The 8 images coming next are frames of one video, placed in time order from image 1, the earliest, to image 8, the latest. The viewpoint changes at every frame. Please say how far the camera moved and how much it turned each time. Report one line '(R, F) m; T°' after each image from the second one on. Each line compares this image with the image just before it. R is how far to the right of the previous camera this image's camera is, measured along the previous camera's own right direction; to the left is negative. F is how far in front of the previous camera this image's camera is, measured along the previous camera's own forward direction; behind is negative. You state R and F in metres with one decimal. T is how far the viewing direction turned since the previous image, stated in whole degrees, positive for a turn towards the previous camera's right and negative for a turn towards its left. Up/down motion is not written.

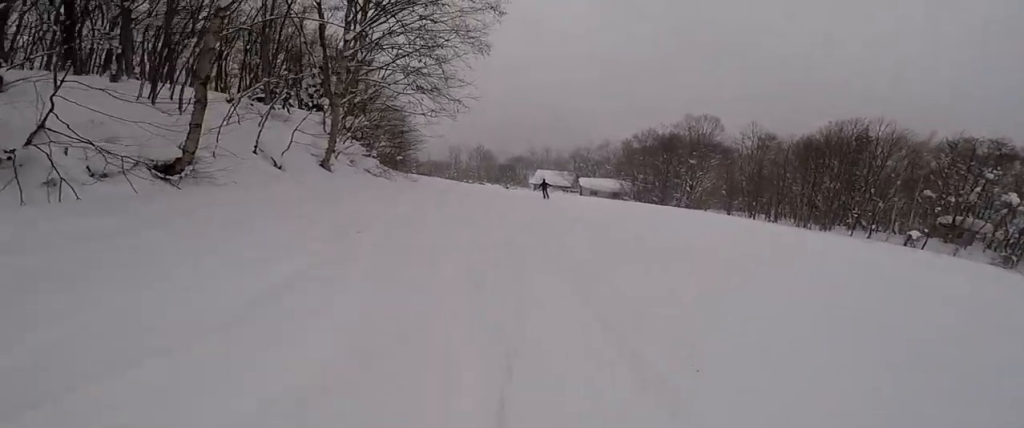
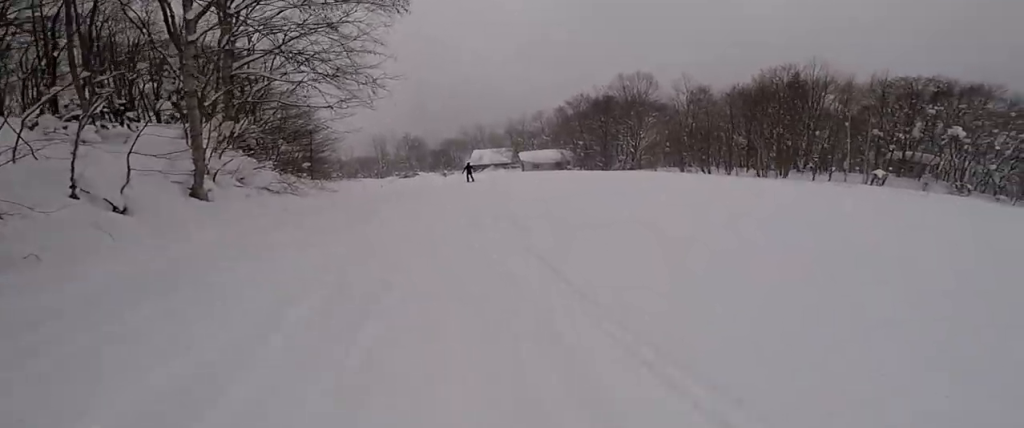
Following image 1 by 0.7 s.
(-0.4, +4.9) m; -2°
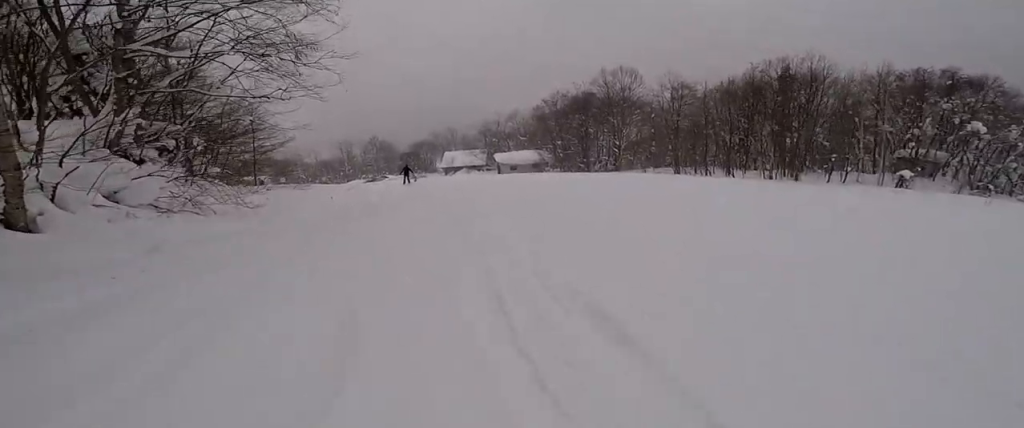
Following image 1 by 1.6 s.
(0.0, +5.9) m; 0°
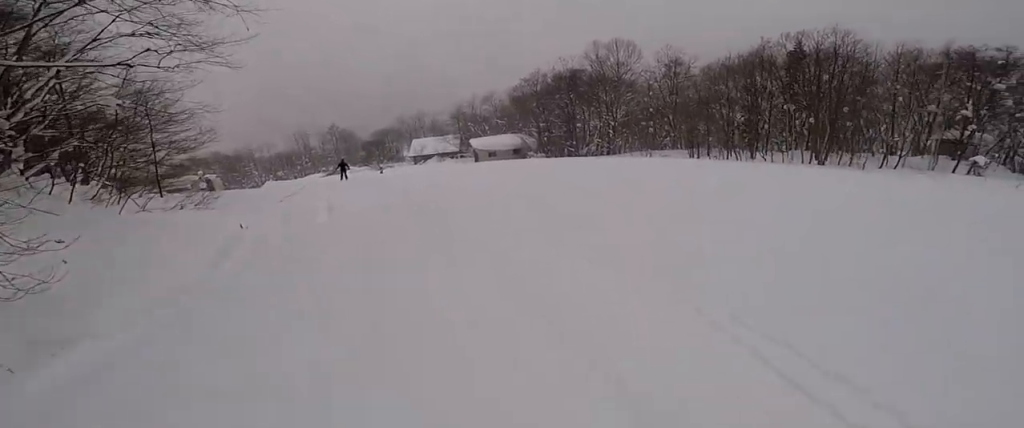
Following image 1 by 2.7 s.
(0.0, +8.1) m; +8°
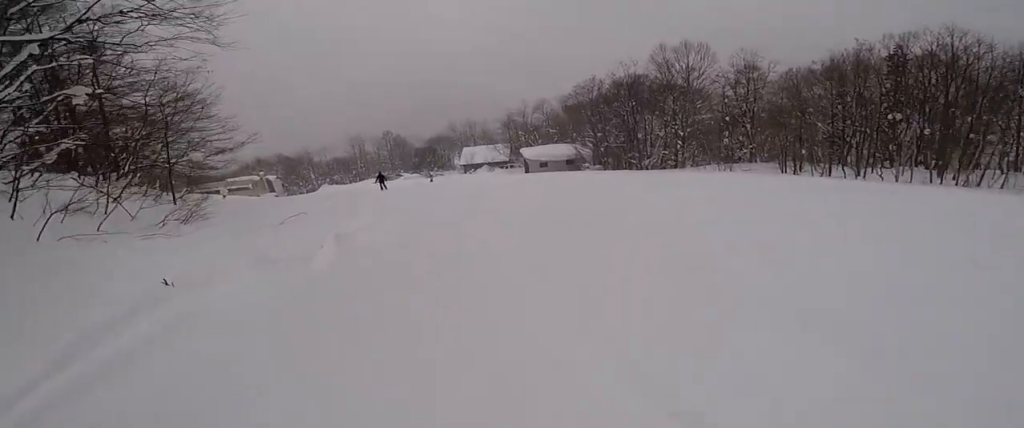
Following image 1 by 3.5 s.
(+0.3, +4.8) m; +5°
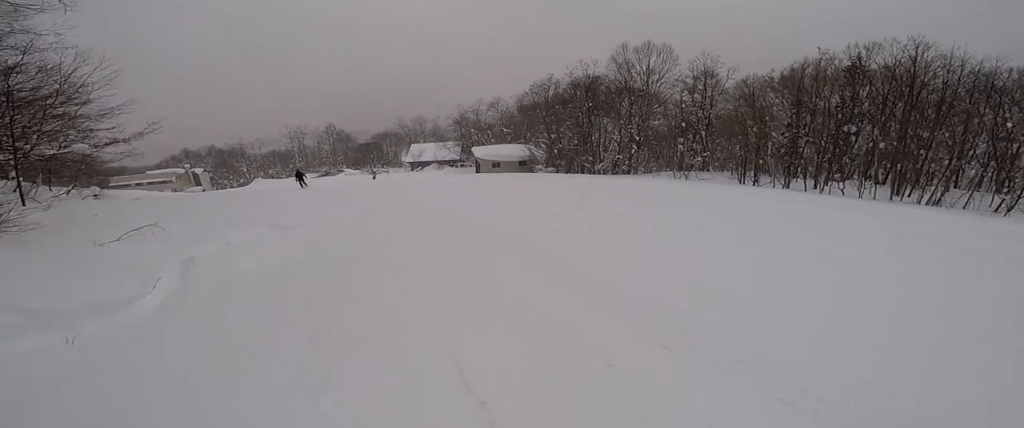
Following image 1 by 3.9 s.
(+0.7, +2.9) m; +1°
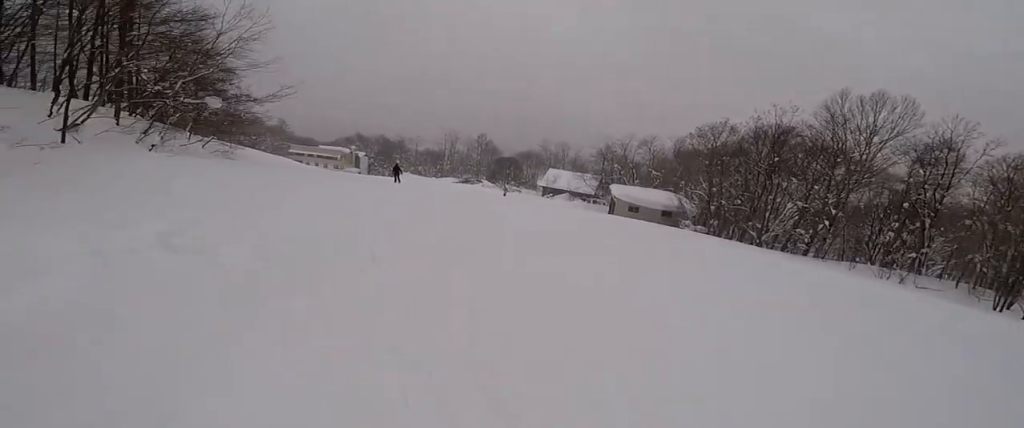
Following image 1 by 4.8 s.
(-0.7, +6.4) m; -11°
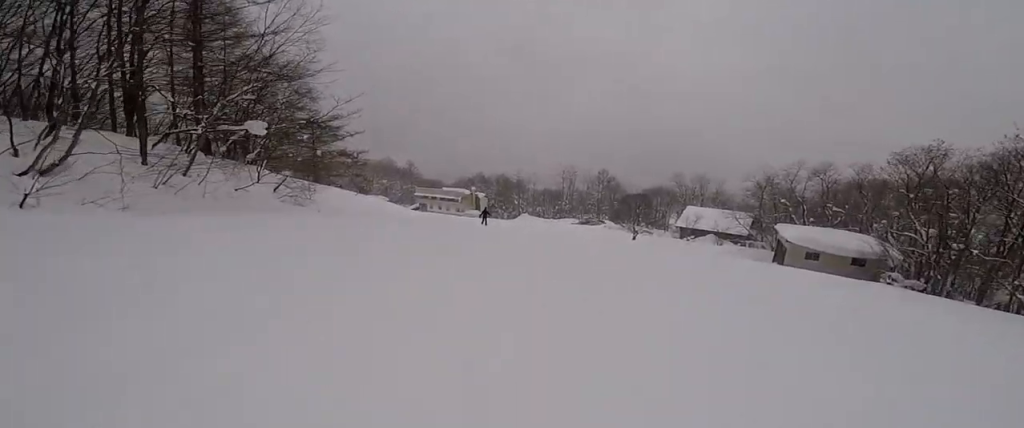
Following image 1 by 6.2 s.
(-1.1, +9.1) m; -10°
